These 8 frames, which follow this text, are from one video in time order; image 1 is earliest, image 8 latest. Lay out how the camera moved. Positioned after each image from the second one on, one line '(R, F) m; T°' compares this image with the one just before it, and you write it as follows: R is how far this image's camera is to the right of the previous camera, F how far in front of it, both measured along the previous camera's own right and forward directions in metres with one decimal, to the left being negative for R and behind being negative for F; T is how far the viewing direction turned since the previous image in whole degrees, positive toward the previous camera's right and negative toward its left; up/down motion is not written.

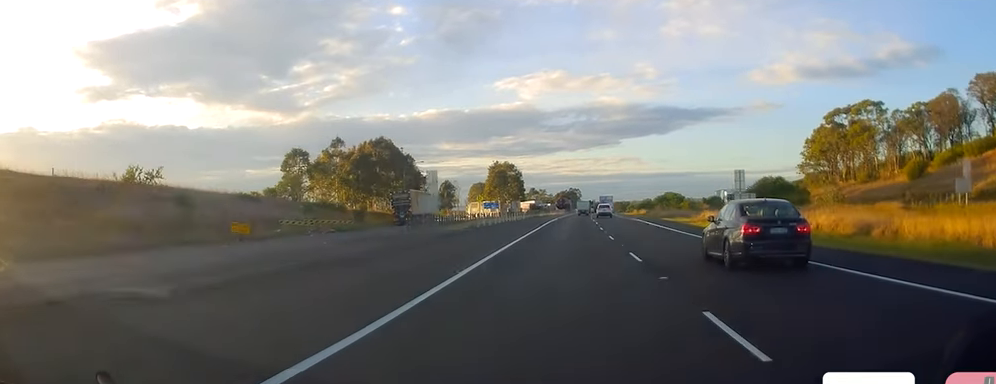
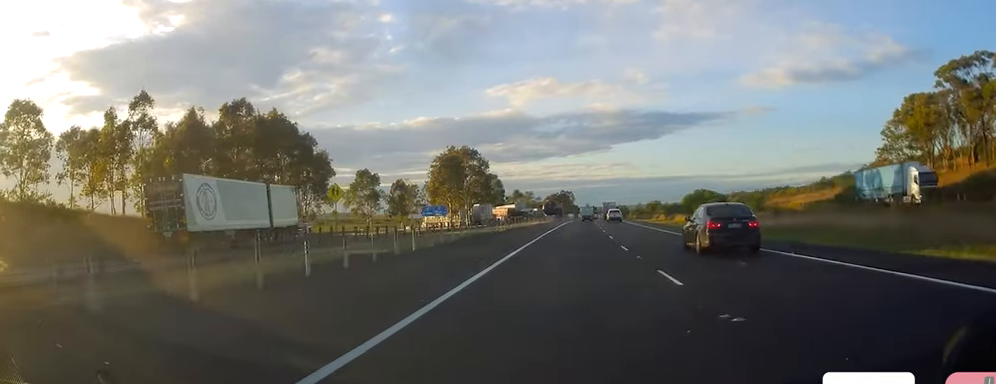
(+0.8, +52.8) m; +1°
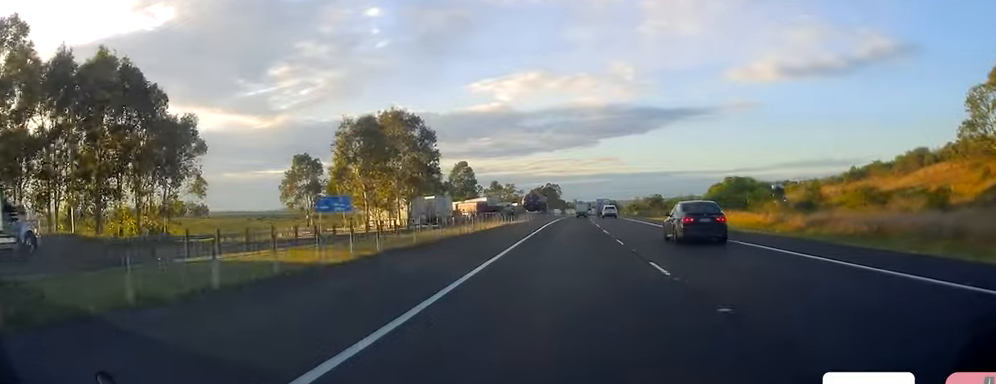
(-0.1, +34.3) m; +1°
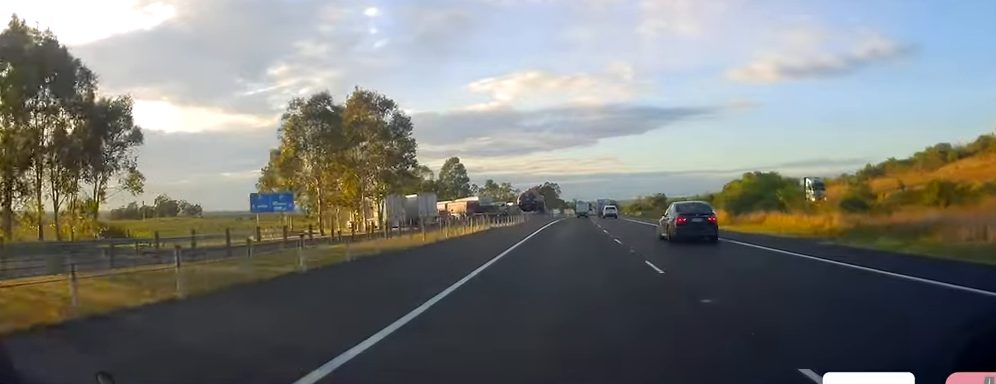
(+0.3, +11.1) m; 0°
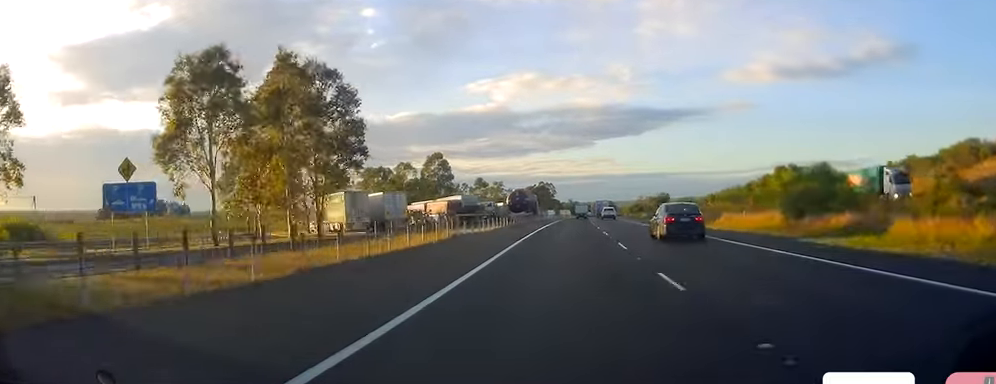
(+0.2, +14.8) m; 0°
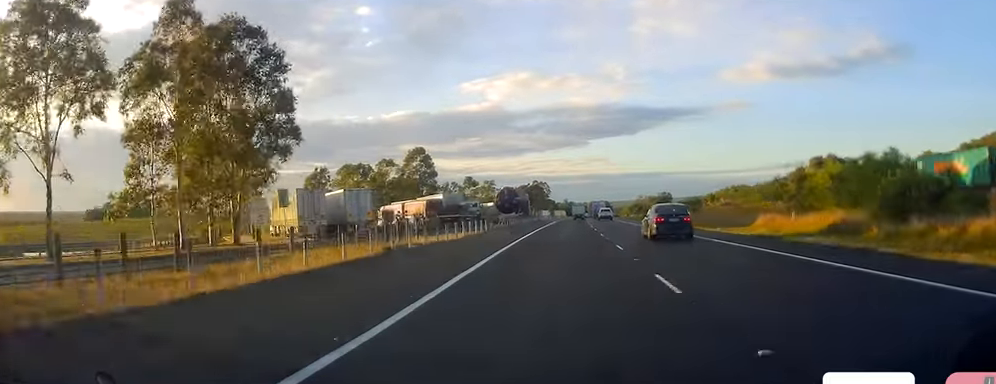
(-0.2, +12.0) m; 0°
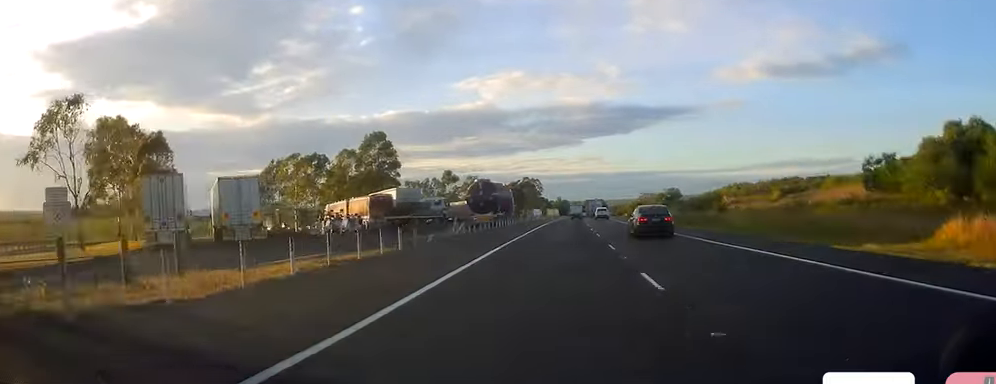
(0.0, +23.1) m; 0°
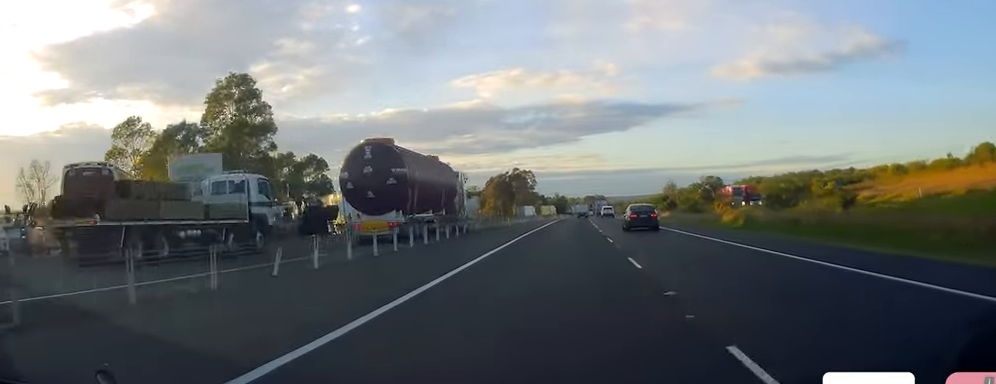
(+0.4, +43.5) m; +1°
